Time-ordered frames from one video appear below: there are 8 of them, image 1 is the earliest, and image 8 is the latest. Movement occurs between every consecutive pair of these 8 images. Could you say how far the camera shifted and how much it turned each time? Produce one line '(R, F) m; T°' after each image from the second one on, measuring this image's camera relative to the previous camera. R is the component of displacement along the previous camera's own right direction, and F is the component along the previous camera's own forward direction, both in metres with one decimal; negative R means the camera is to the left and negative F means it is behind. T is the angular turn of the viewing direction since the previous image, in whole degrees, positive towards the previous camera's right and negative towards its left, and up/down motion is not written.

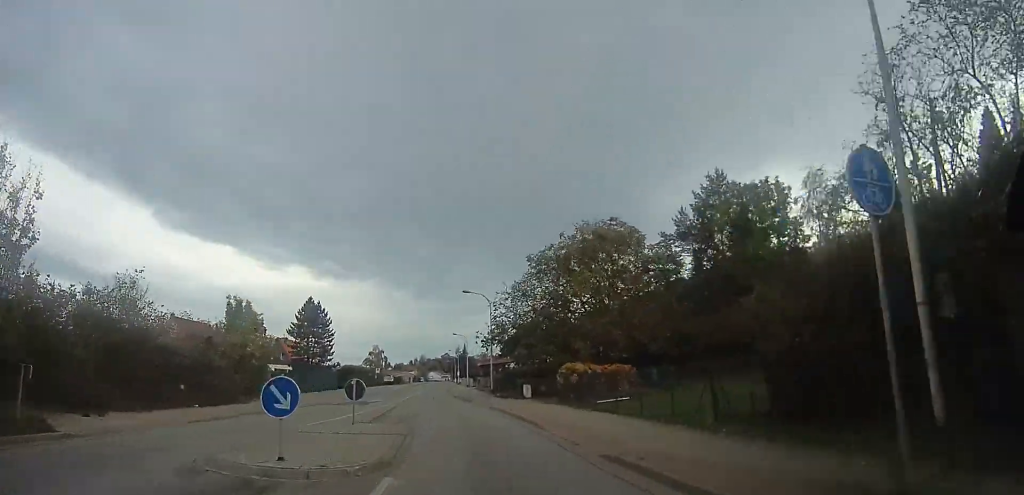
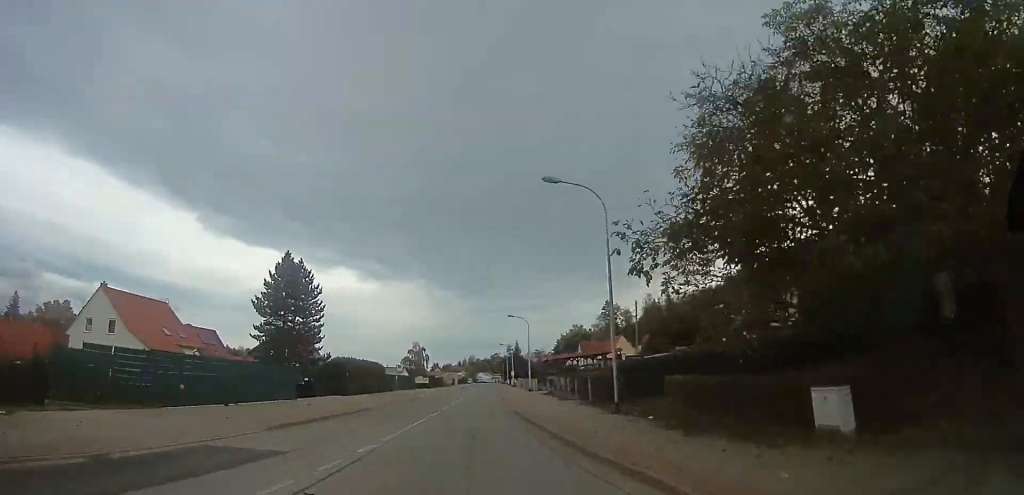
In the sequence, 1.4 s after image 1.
(-0.1, +23.5) m; 0°
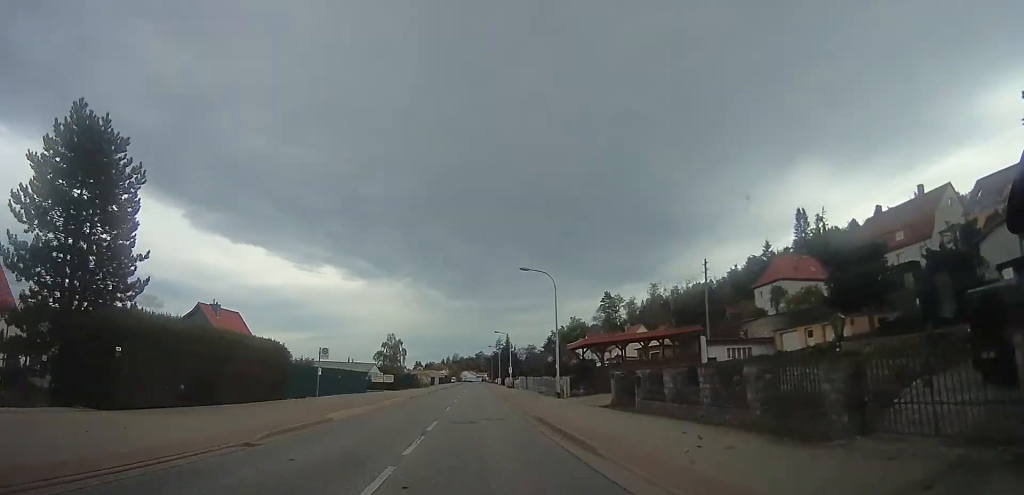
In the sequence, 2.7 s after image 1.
(-0.1, +23.5) m; -1°
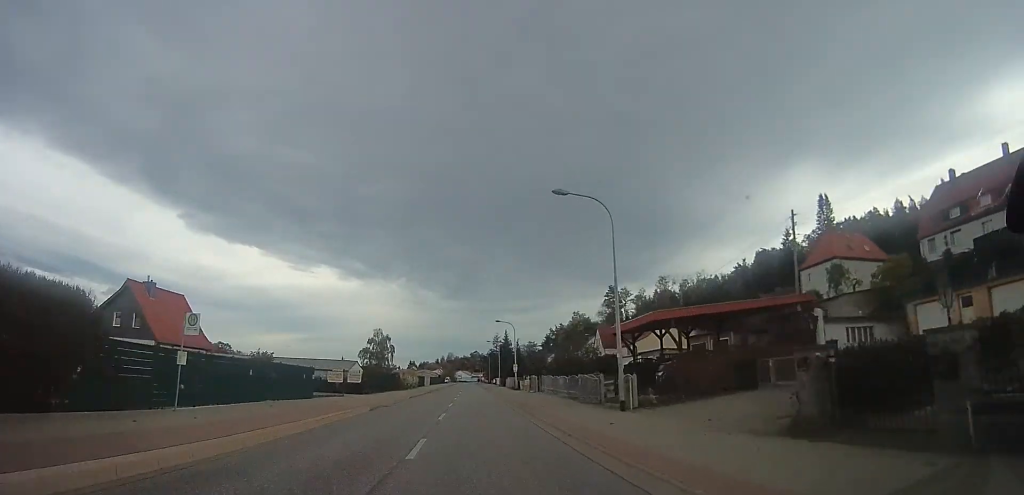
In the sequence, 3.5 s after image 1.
(-0.4, +13.7) m; +2°
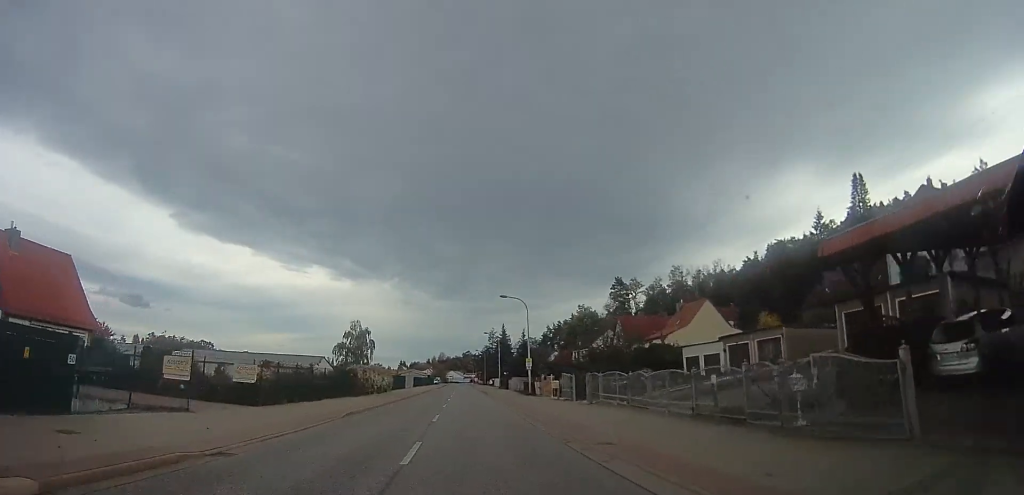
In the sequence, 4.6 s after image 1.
(+1.1, +18.3) m; -1°
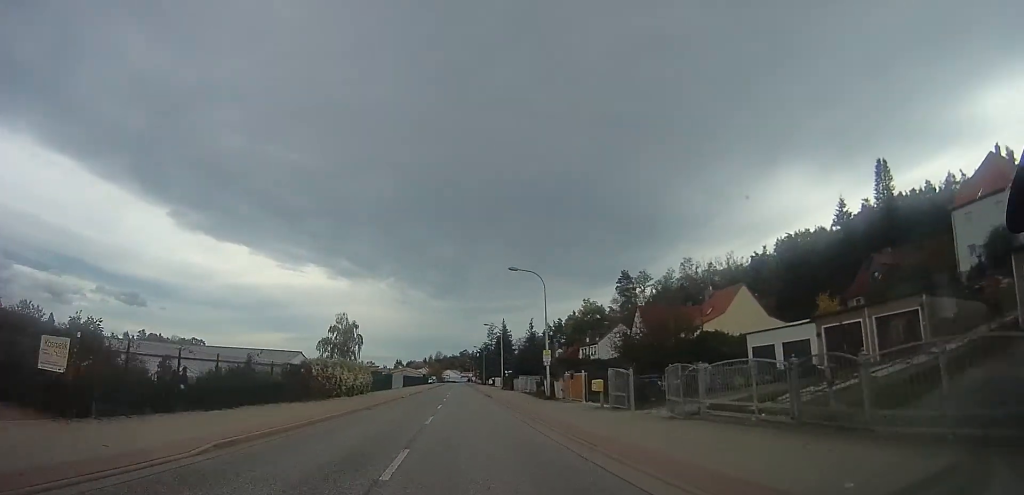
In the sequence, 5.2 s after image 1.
(-0.8, +10.2) m; -2°
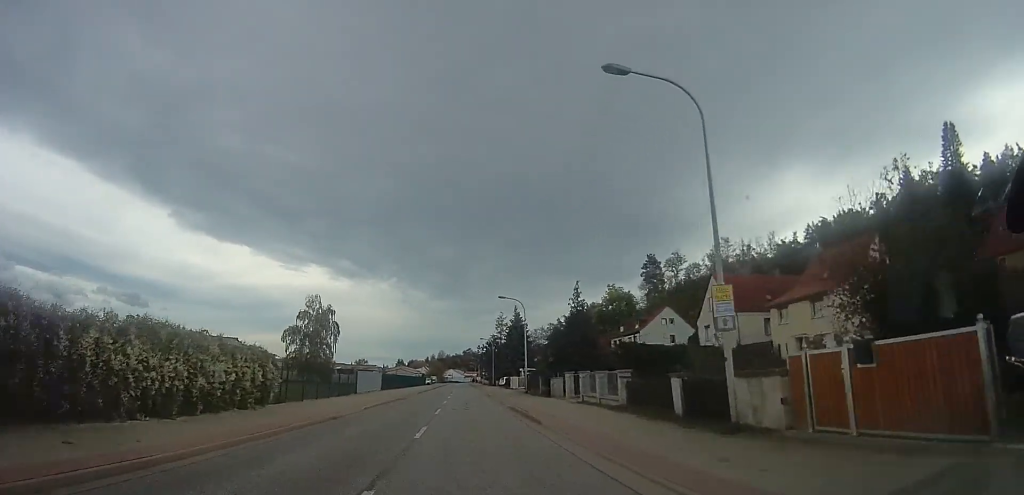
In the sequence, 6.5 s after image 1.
(-0.6, +21.3) m; +1°
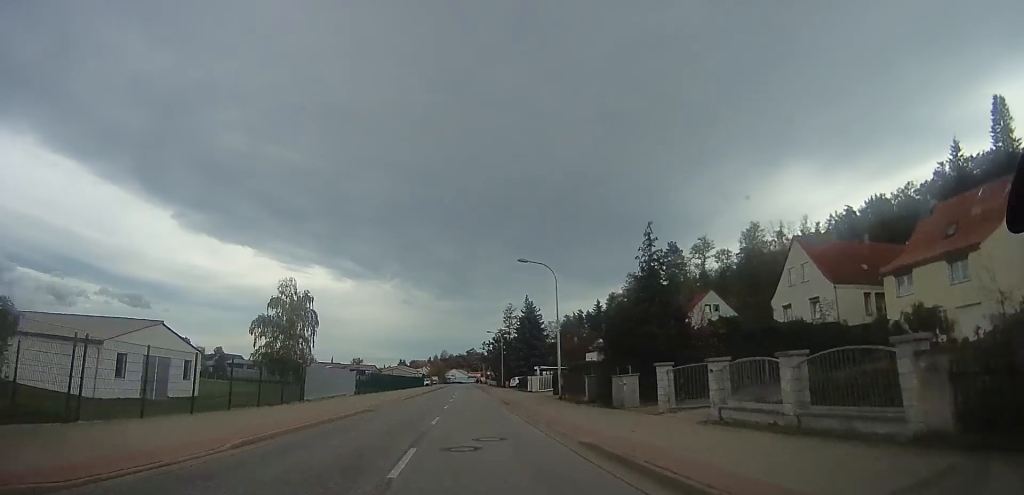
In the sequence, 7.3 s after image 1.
(+0.4, +13.5) m; +2°
